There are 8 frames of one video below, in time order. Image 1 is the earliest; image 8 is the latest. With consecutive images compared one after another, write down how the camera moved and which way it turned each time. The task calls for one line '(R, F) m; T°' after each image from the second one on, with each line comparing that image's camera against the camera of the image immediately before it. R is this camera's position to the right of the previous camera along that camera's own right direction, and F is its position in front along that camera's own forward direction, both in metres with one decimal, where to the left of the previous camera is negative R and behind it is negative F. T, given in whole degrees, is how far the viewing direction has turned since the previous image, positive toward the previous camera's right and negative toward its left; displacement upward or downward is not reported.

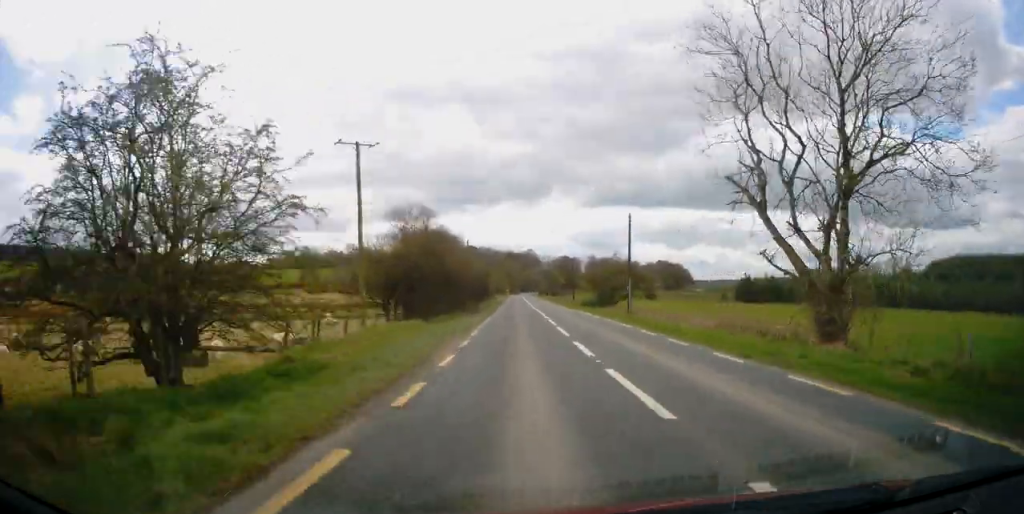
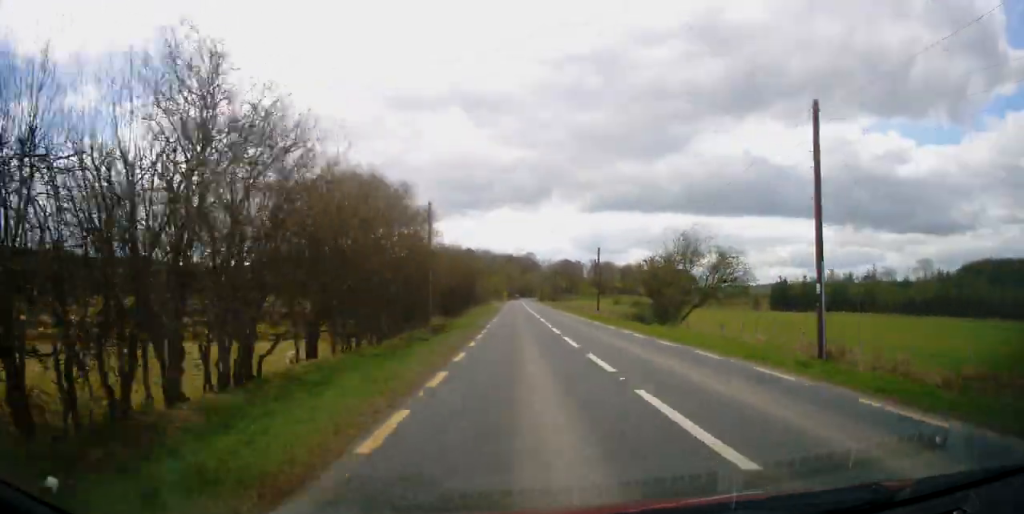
(-0.1, +25.2) m; -1°
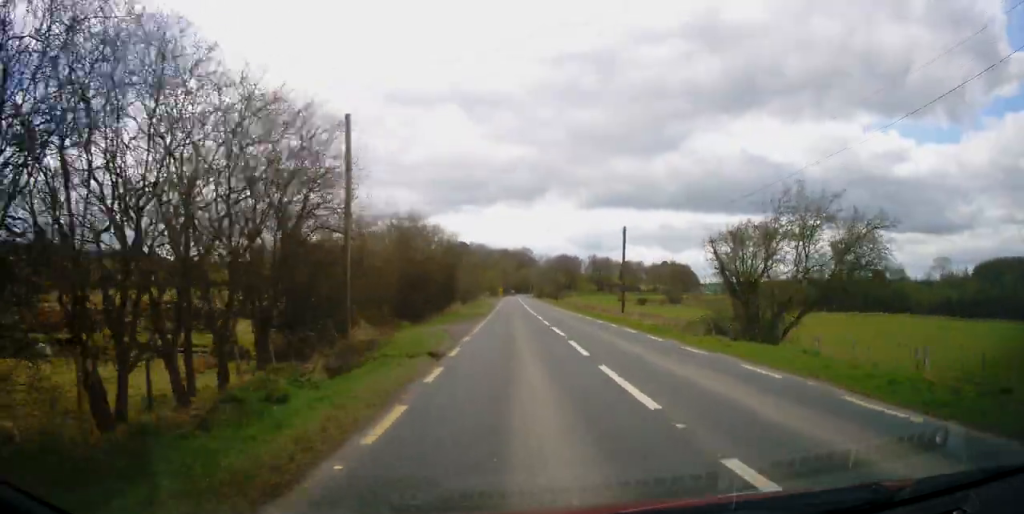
(-0.1, +15.2) m; 0°
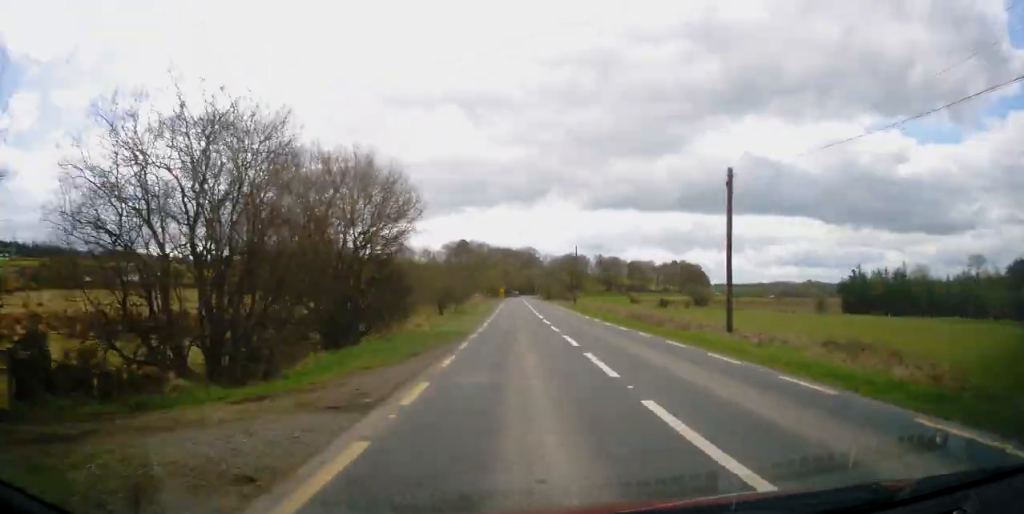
(+0.1, +21.3) m; 0°
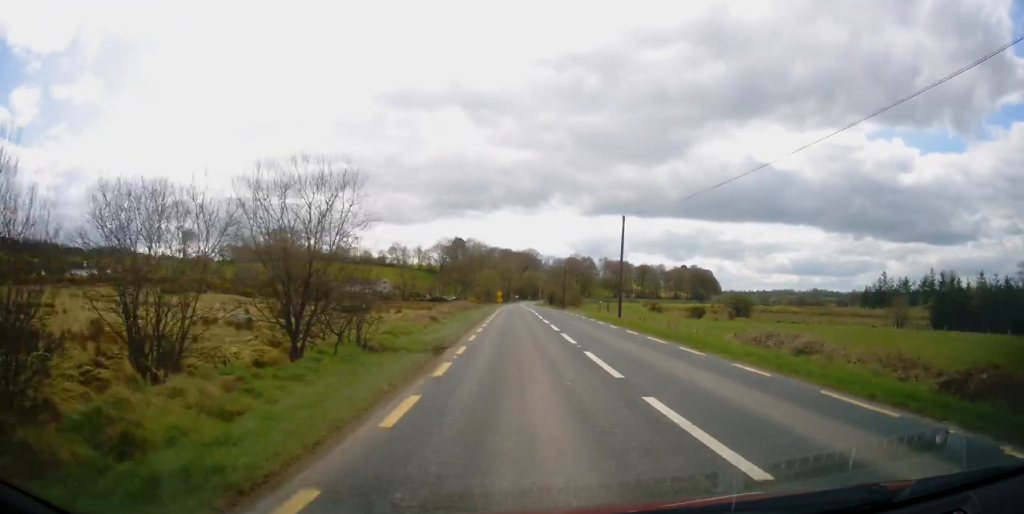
(+0.2, +29.1) m; 0°
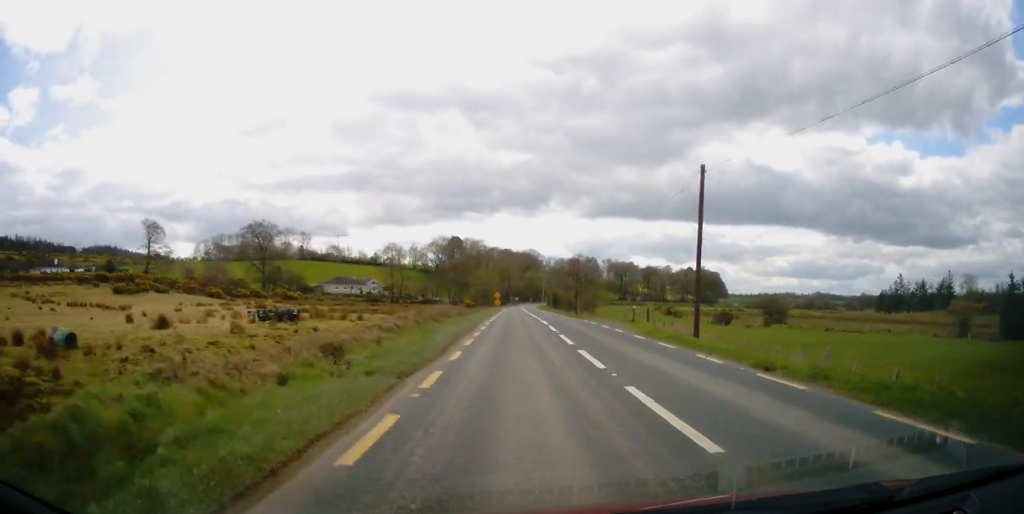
(0.0, +17.3) m; 0°
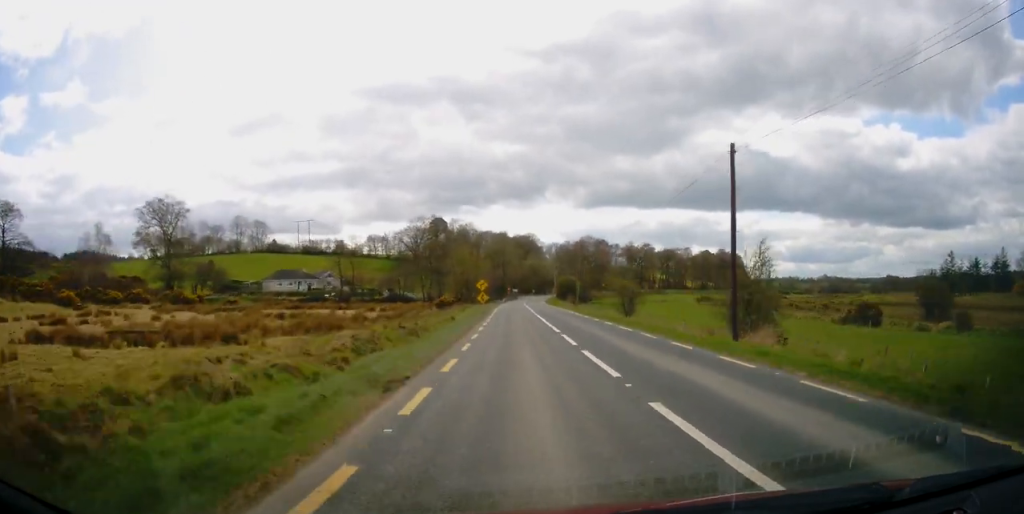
(+0.1, +49.7) m; 0°
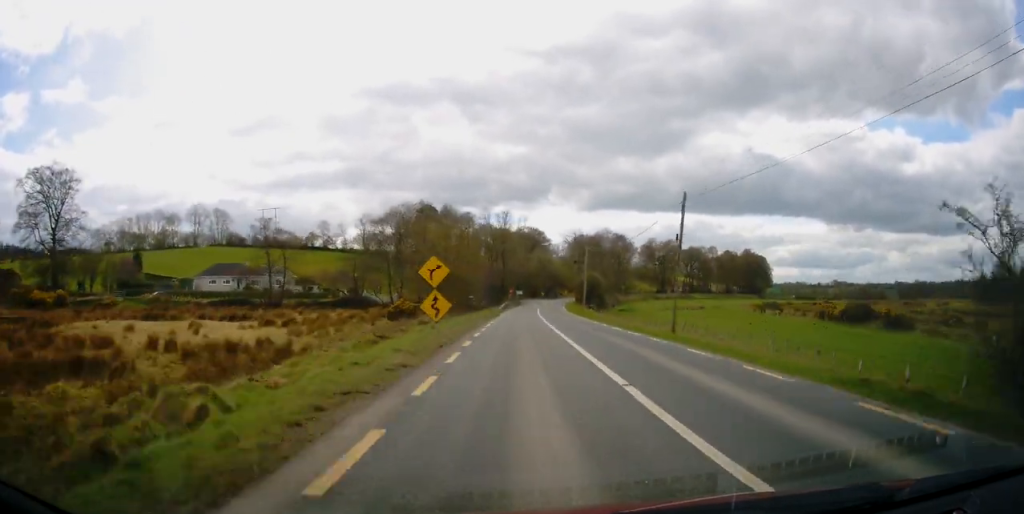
(-0.4, +37.5) m; 0°
